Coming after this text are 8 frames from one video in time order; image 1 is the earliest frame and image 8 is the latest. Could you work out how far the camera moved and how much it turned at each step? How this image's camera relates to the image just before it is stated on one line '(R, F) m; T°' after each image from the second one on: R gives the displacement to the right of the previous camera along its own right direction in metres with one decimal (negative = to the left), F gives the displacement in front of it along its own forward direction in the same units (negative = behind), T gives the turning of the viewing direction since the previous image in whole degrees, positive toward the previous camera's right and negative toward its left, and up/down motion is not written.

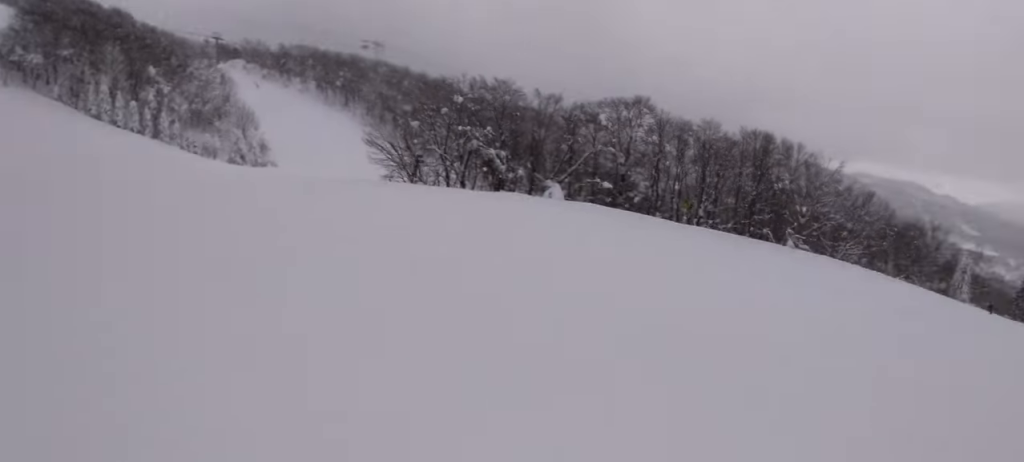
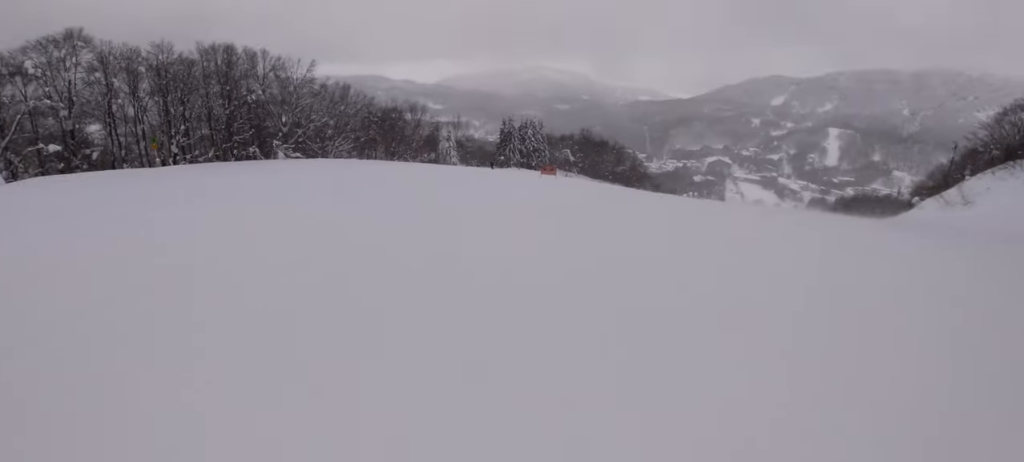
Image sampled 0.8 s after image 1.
(+0.2, +4.8) m; +17°
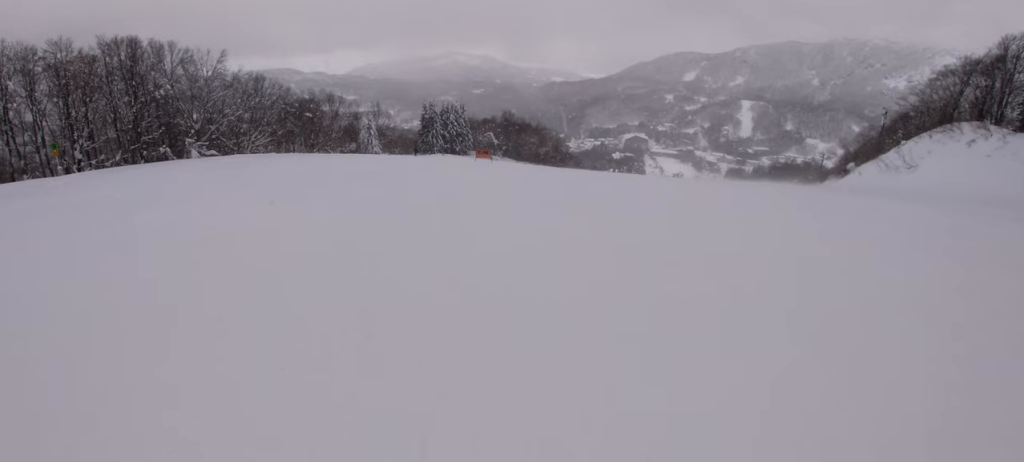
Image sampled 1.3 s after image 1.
(+0.2, +2.8) m; +16°
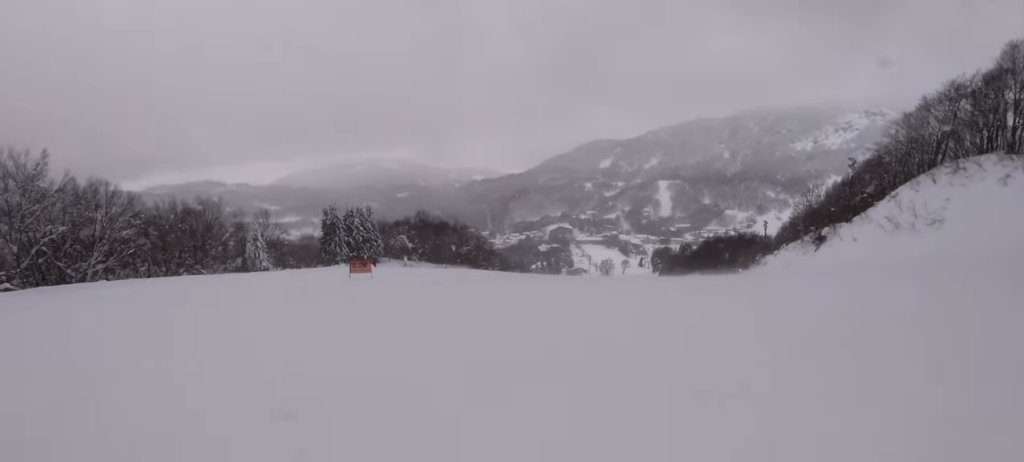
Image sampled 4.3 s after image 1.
(+7.6, +15.2) m; +3°
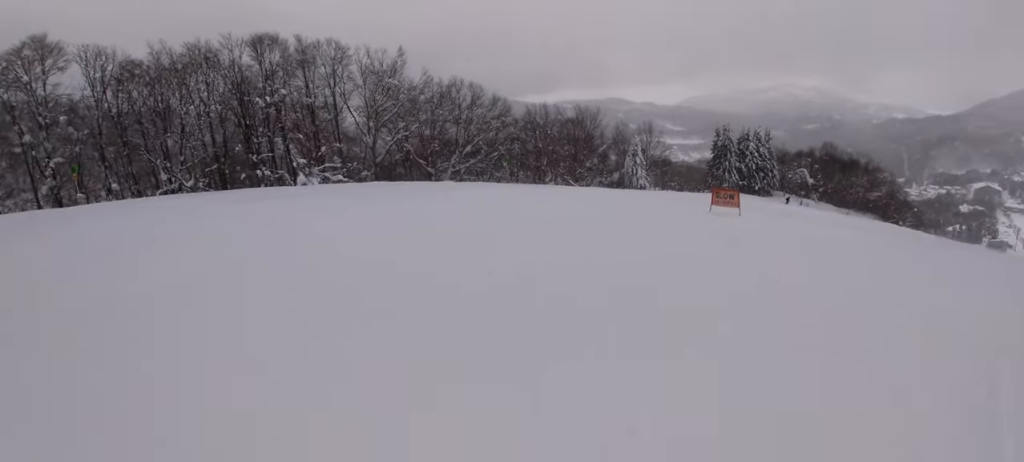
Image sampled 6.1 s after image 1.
(-5.3, +8.4) m; -25°
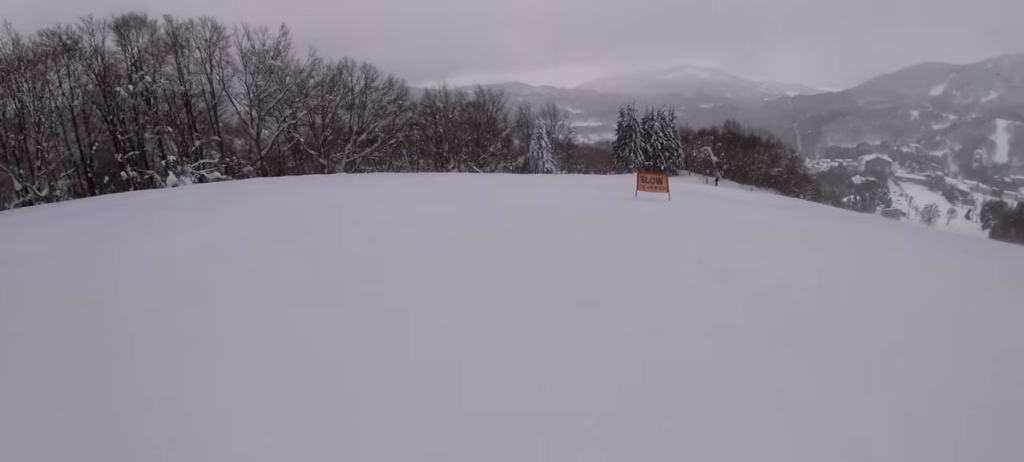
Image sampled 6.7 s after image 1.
(+0.5, +3.4) m; +18°
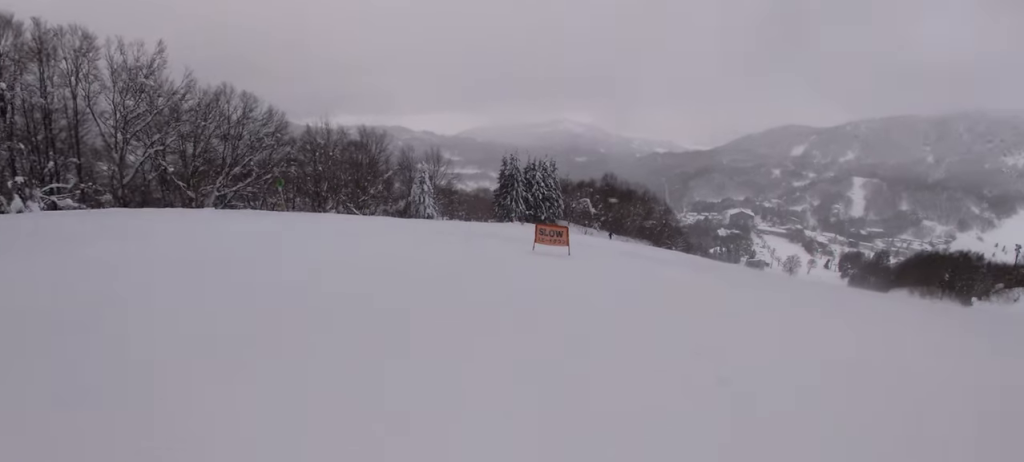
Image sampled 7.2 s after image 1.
(+1.1, +2.7) m; +16°
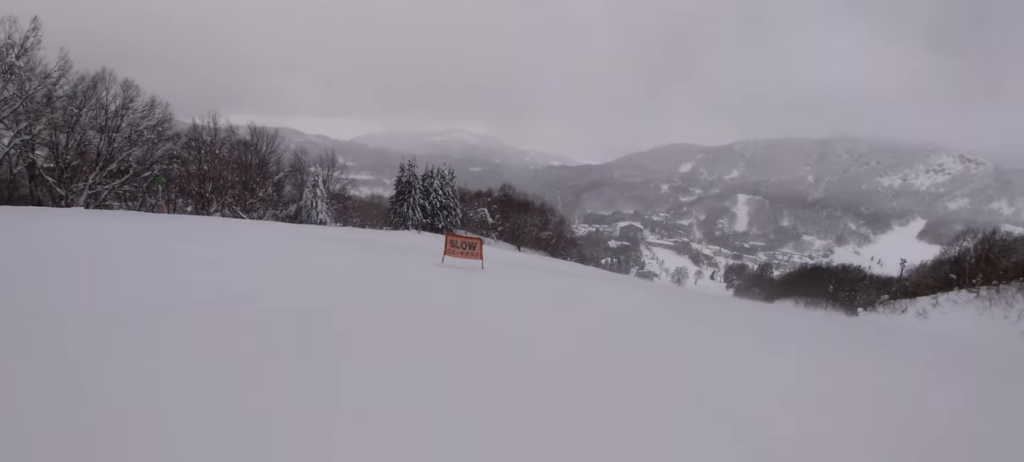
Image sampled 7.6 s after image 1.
(+0.3, +2.6) m; +6°
